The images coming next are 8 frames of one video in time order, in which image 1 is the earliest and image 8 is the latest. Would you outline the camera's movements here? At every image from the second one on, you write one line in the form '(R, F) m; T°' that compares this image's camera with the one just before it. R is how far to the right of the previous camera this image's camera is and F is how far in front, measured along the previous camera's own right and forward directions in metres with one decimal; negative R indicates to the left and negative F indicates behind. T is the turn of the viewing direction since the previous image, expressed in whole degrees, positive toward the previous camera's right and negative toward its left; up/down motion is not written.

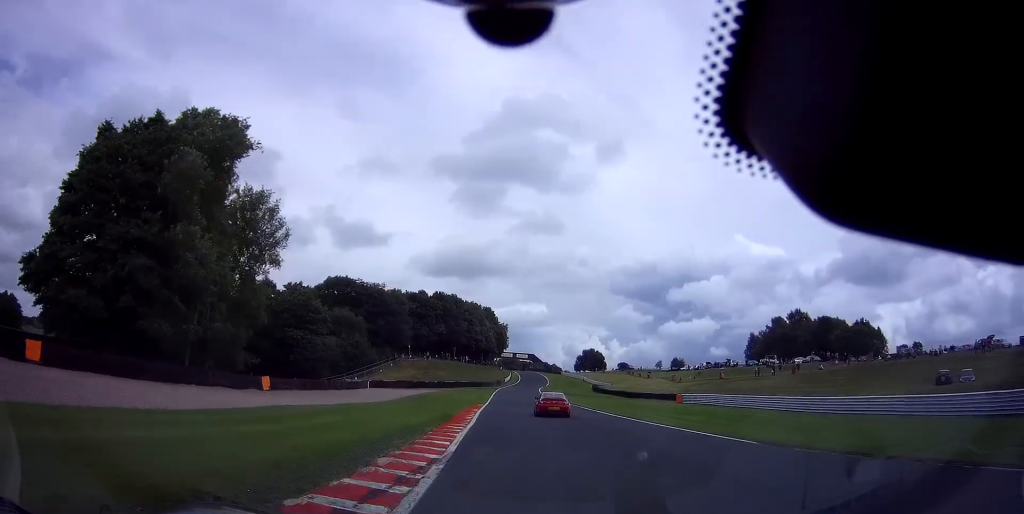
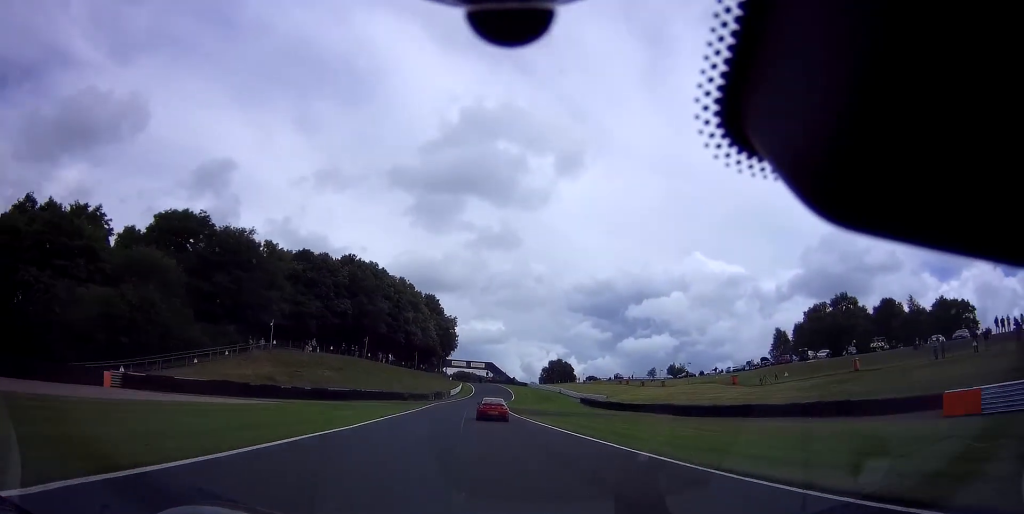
(+3.9, +45.8) m; +6°
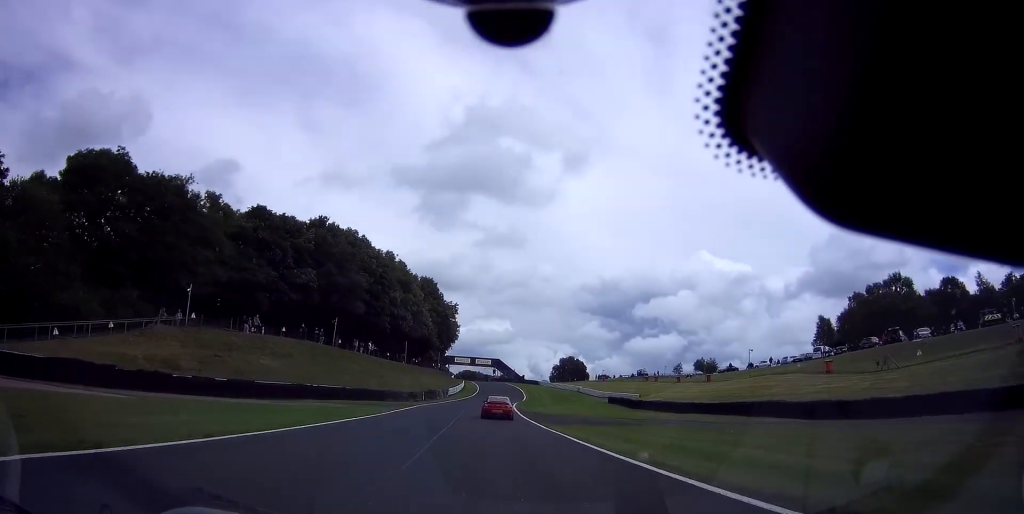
(+0.1, +17.9) m; 0°
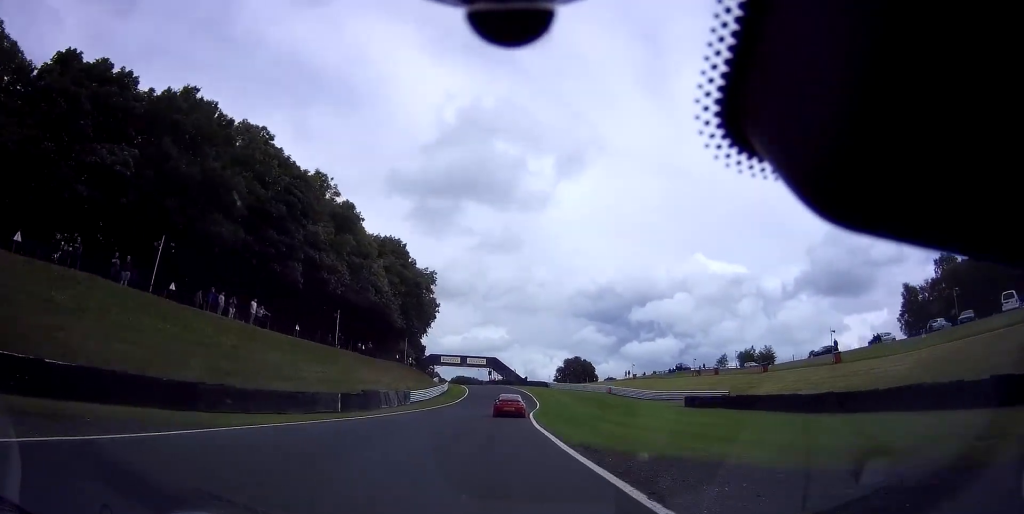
(-0.1, +32.7) m; 0°
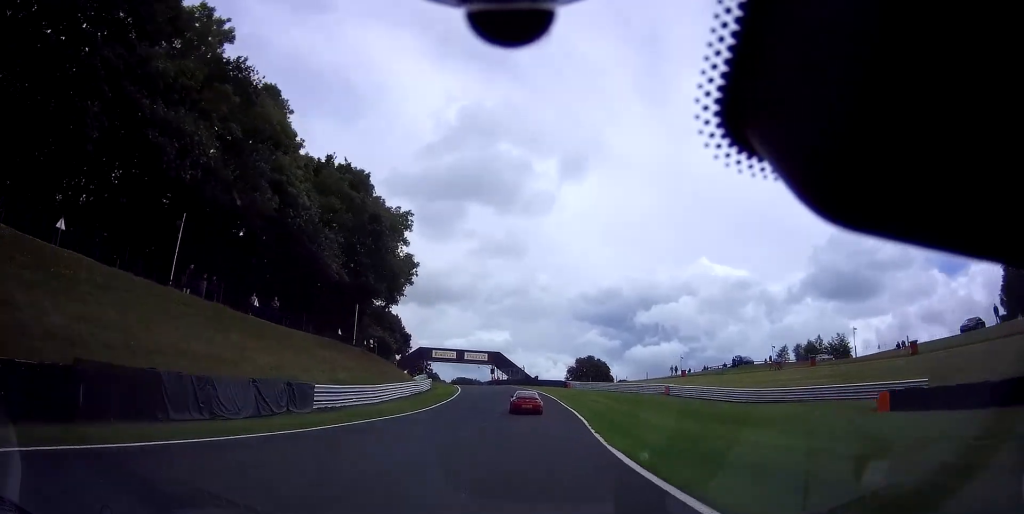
(0.0, +25.3) m; 0°
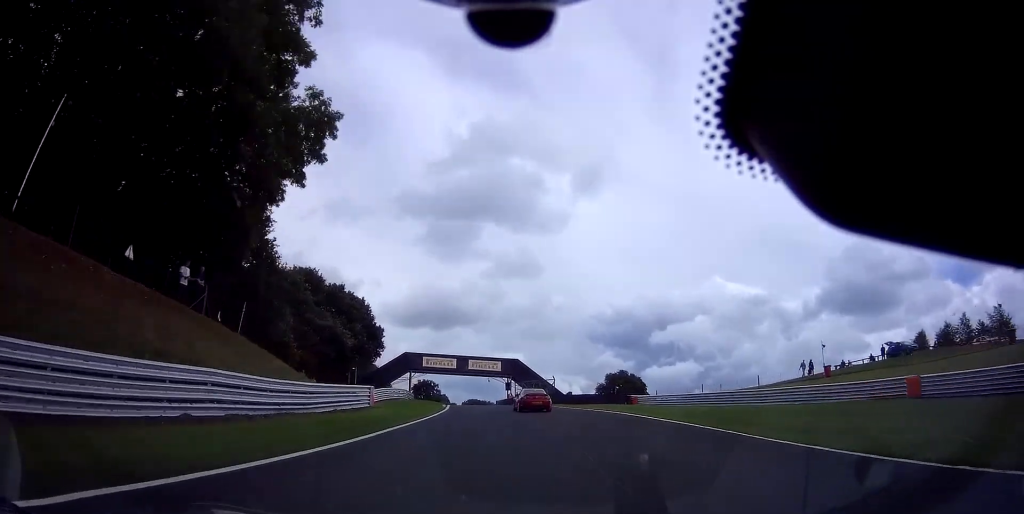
(-0.2, +32.8) m; -2°
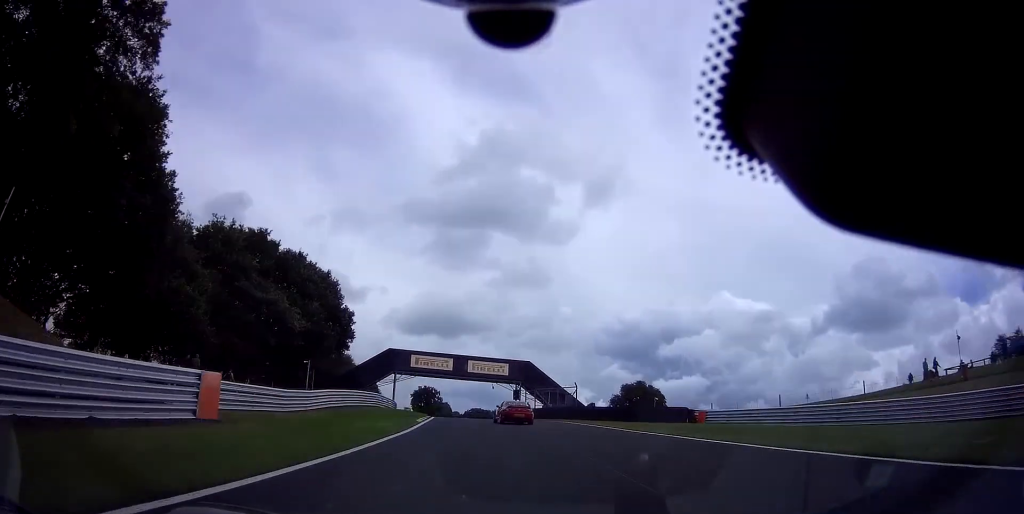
(-0.3, +15.8) m; -2°
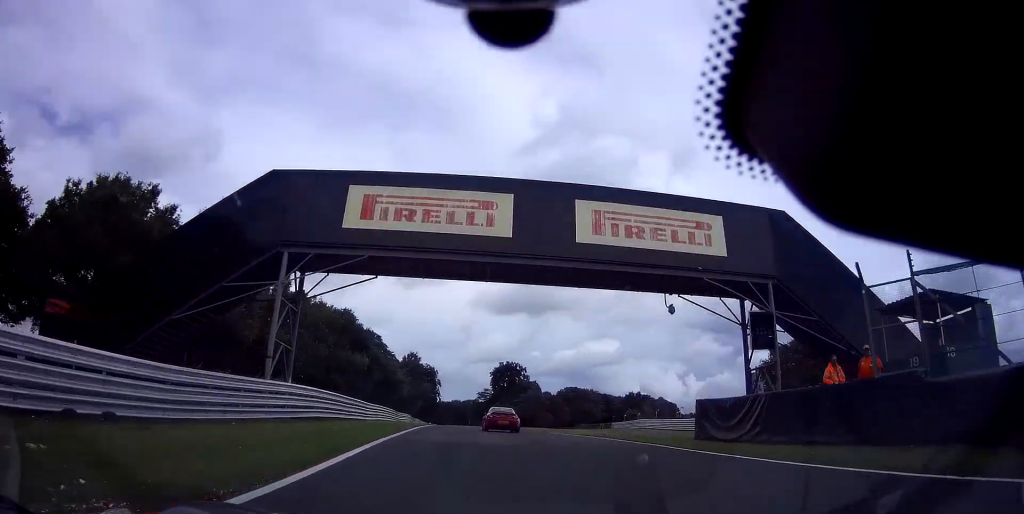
(-2.7, +49.0) m; -7°
